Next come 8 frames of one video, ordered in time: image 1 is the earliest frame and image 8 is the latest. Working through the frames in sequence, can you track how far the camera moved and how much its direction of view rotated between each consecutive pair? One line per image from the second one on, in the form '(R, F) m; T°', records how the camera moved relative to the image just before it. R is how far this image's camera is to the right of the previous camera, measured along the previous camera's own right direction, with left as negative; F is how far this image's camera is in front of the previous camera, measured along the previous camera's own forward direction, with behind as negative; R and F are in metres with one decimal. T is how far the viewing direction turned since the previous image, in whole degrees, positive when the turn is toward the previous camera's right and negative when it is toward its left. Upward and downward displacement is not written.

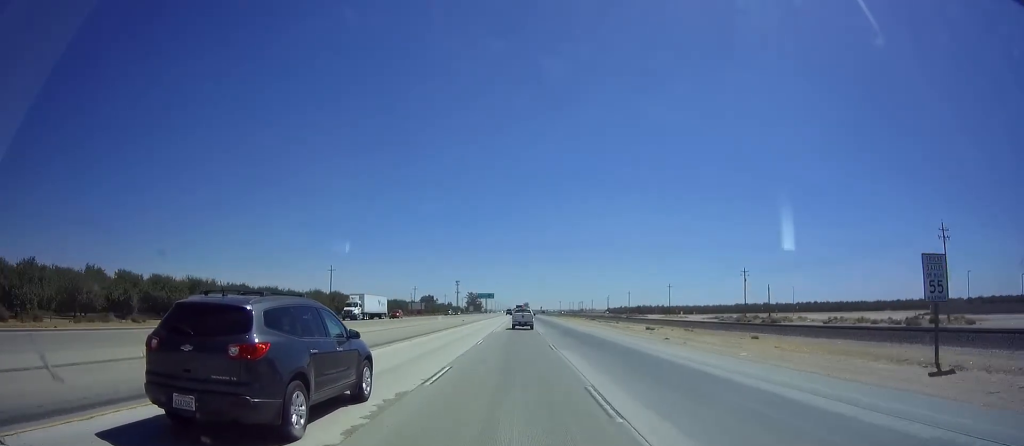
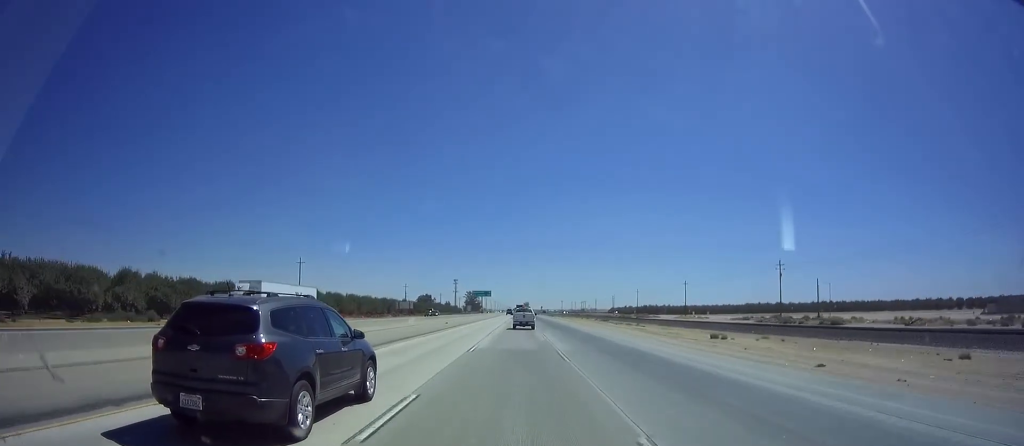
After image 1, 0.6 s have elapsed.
(-0.1, +19.6) m; 0°
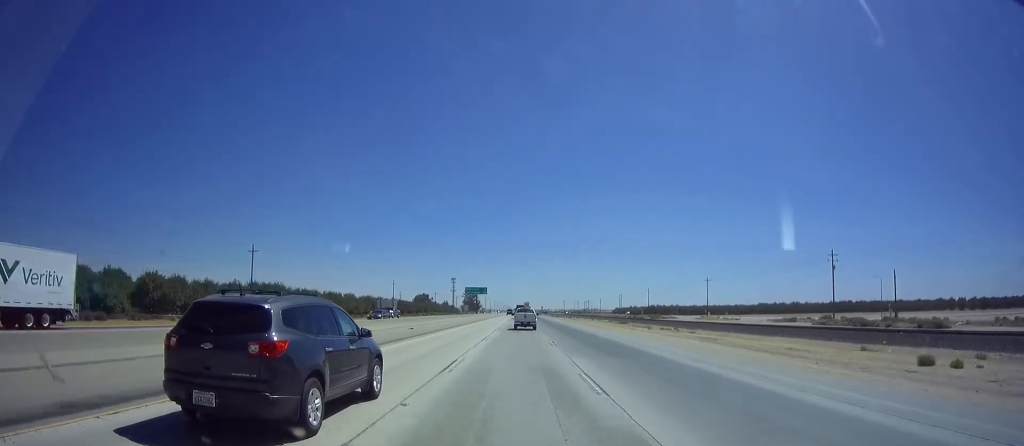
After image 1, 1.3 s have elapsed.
(+0.3, +21.7) m; 0°
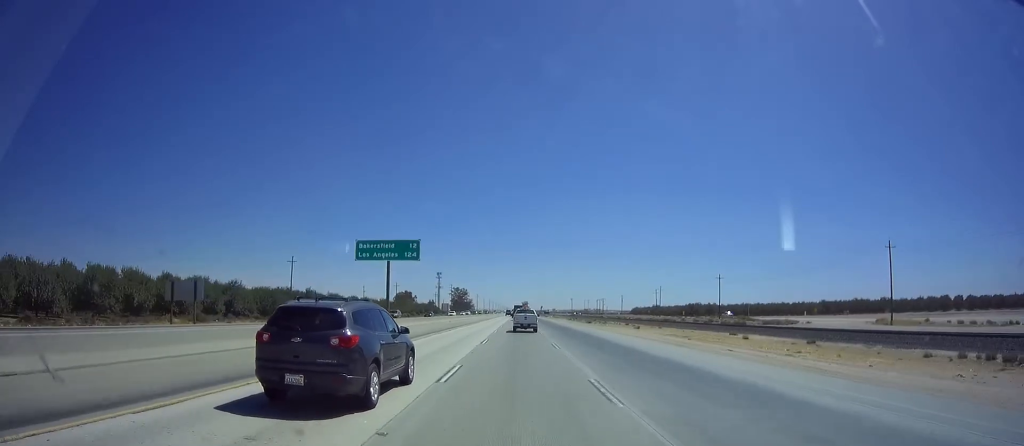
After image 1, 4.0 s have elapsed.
(-0.3, +88.6) m; 0°
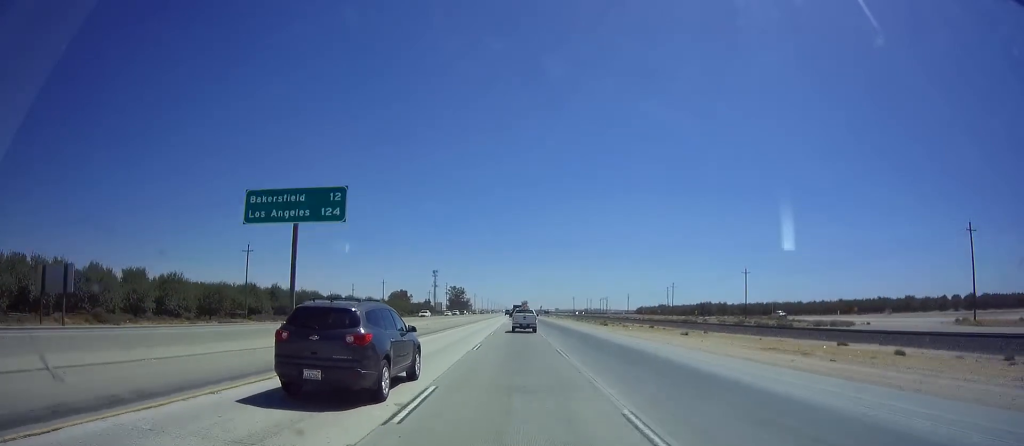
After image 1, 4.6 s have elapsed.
(0.0, +19.1) m; 0°
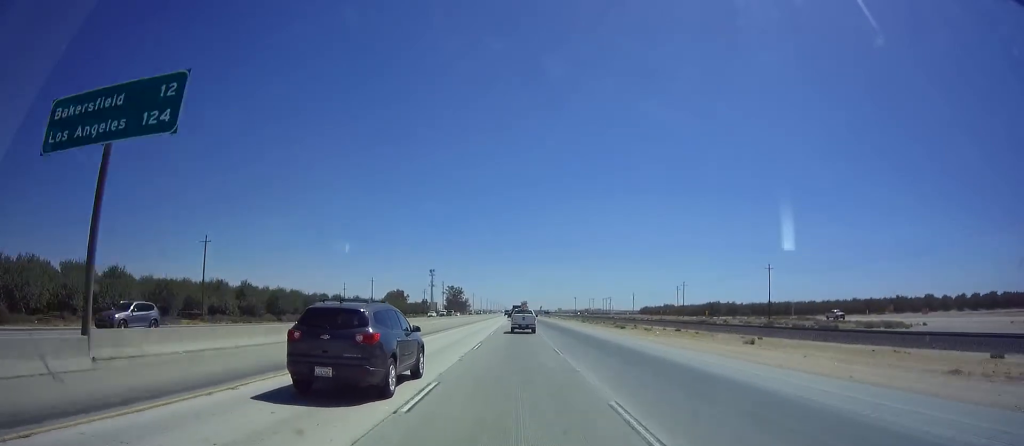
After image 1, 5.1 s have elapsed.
(-0.1, +13.7) m; 0°
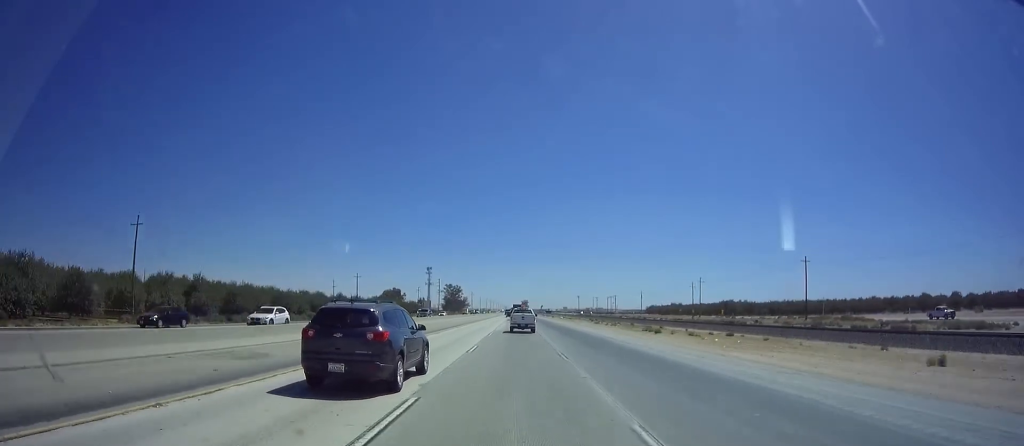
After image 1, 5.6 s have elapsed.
(0.0, +16.8) m; 0°
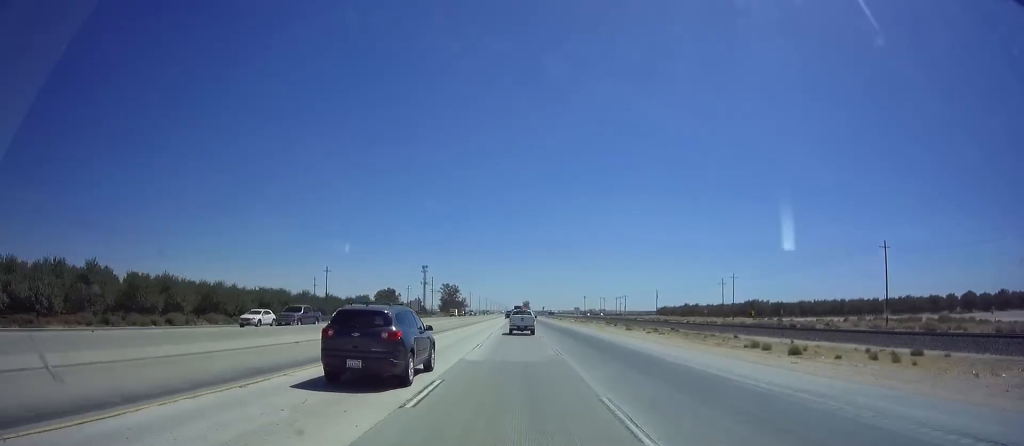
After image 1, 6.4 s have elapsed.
(+0.5, +26.2) m; 0°
